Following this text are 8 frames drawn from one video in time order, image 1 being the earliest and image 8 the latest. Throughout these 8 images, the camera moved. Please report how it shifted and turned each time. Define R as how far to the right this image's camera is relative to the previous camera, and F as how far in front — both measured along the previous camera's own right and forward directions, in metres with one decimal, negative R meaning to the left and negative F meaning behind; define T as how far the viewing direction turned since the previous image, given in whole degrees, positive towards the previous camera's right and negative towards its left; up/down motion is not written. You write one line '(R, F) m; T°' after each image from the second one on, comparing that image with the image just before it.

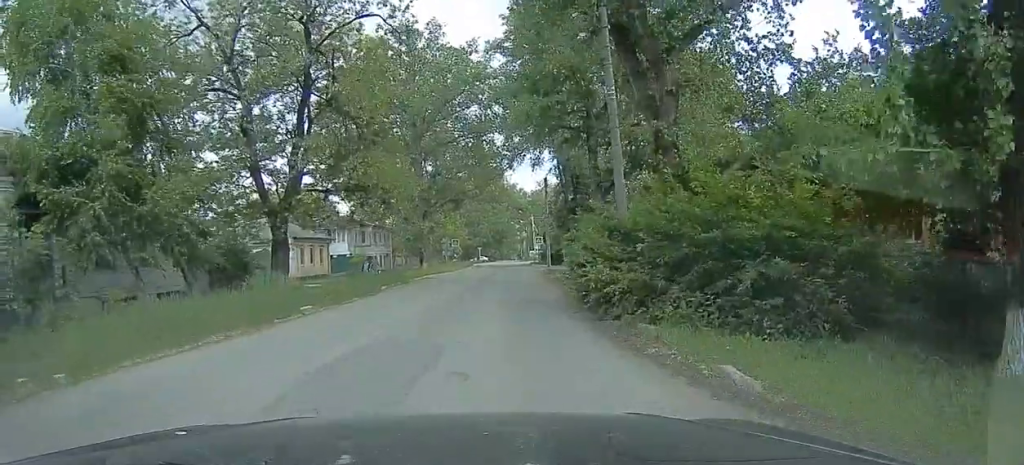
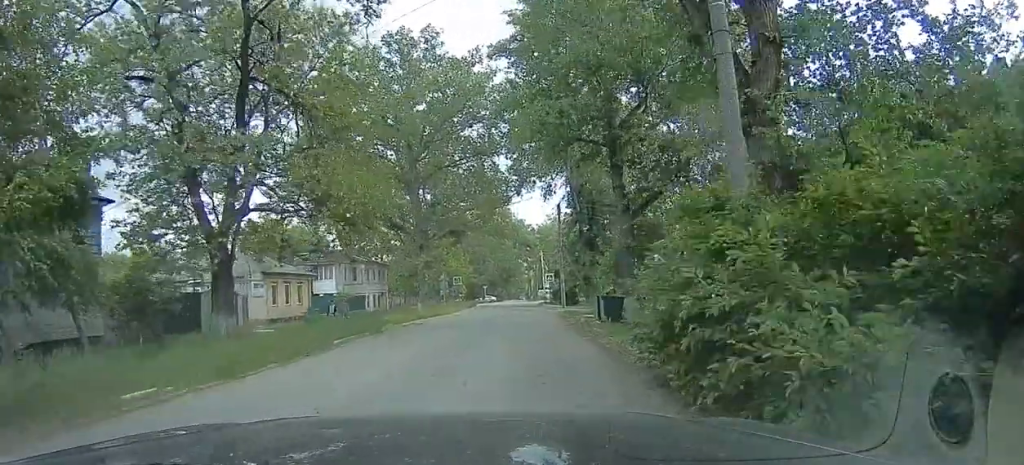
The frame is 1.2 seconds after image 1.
(0.0, +7.2) m; 0°
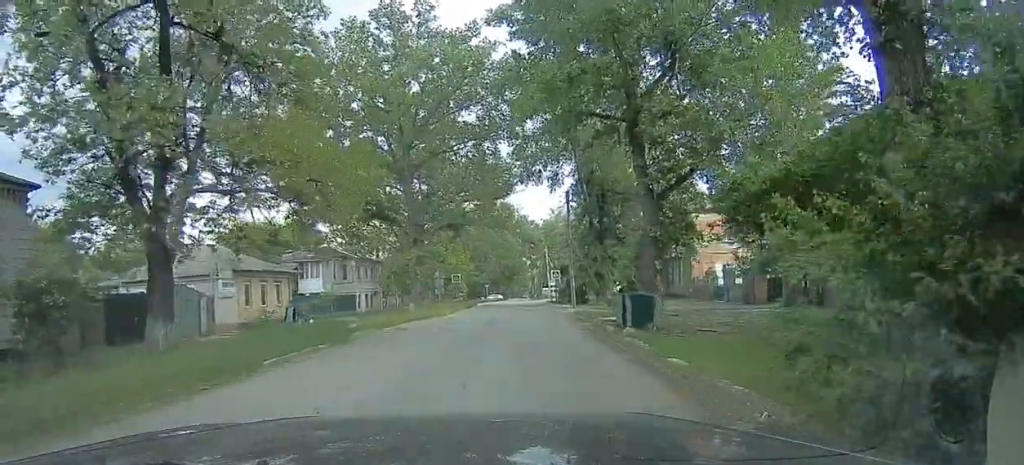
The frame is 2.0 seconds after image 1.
(0.0, +4.6) m; 0°
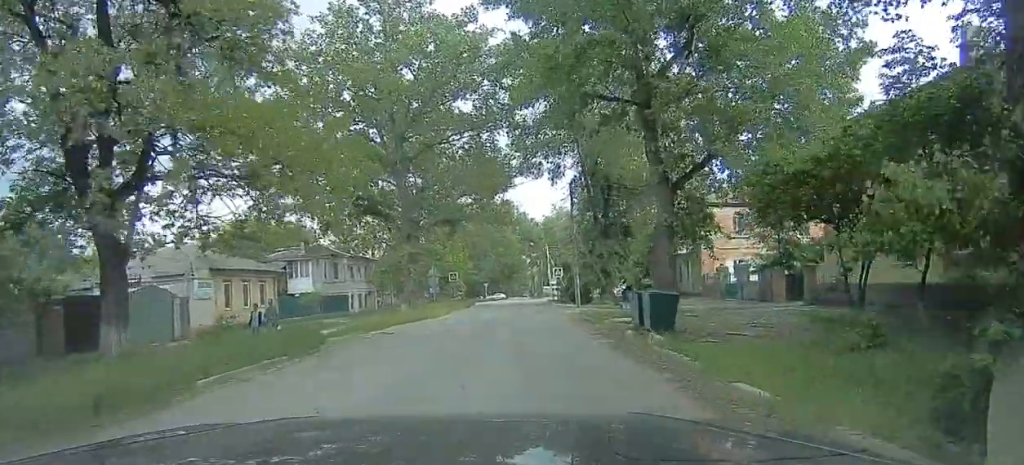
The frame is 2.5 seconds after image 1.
(0.0, +2.2) m; 0°
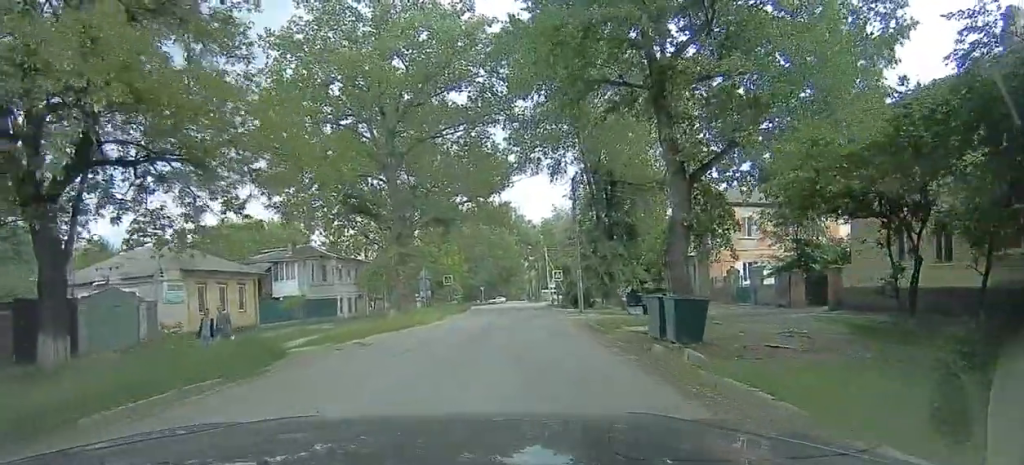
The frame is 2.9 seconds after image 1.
(0.0, +1.9) m; 0°
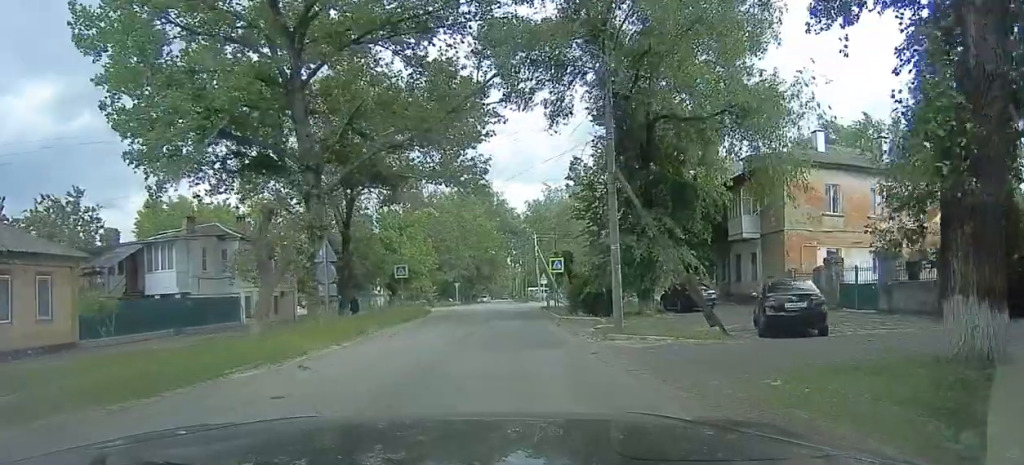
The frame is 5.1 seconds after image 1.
(0.0, +10.7) m; 0°
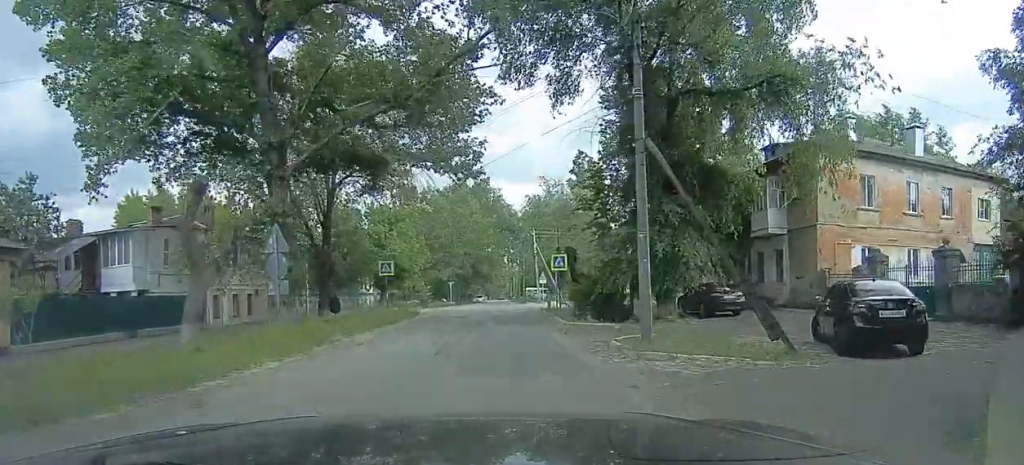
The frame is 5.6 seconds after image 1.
(0.0, +3.2) m; 0°
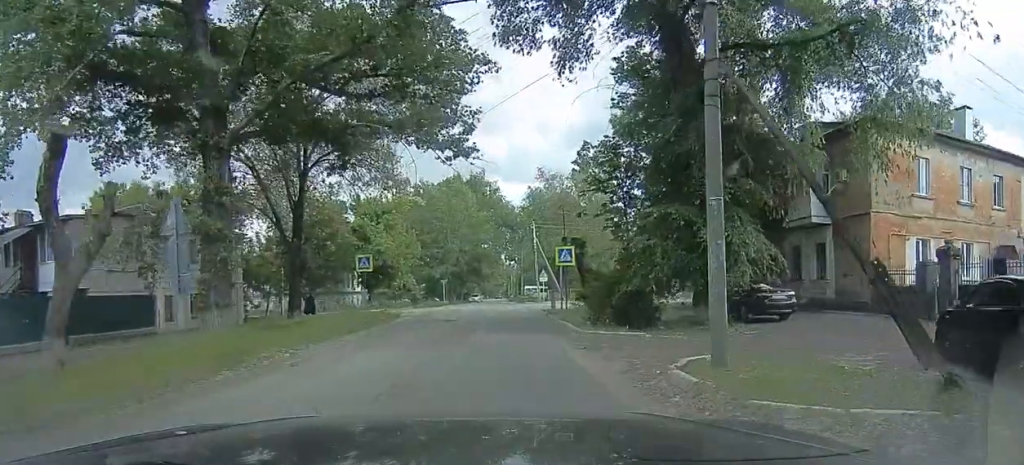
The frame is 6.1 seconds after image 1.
(0.0, +3.9) m; 0°
